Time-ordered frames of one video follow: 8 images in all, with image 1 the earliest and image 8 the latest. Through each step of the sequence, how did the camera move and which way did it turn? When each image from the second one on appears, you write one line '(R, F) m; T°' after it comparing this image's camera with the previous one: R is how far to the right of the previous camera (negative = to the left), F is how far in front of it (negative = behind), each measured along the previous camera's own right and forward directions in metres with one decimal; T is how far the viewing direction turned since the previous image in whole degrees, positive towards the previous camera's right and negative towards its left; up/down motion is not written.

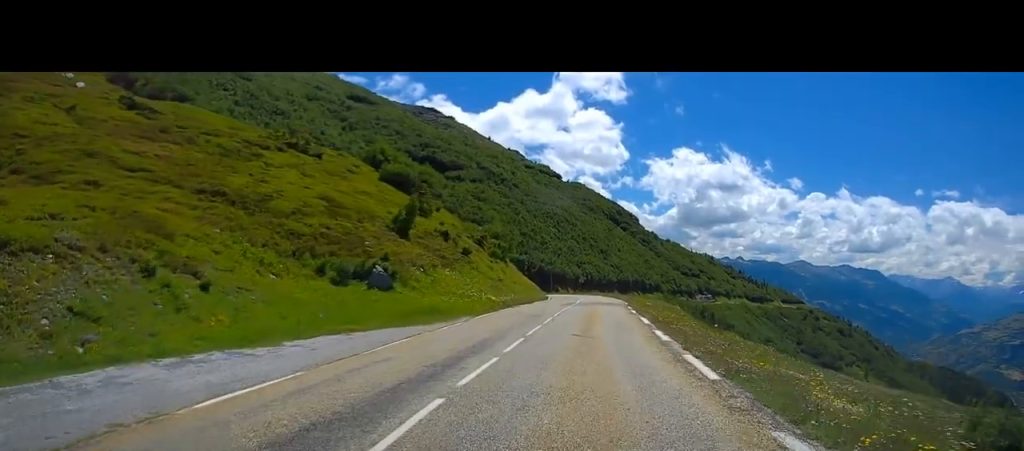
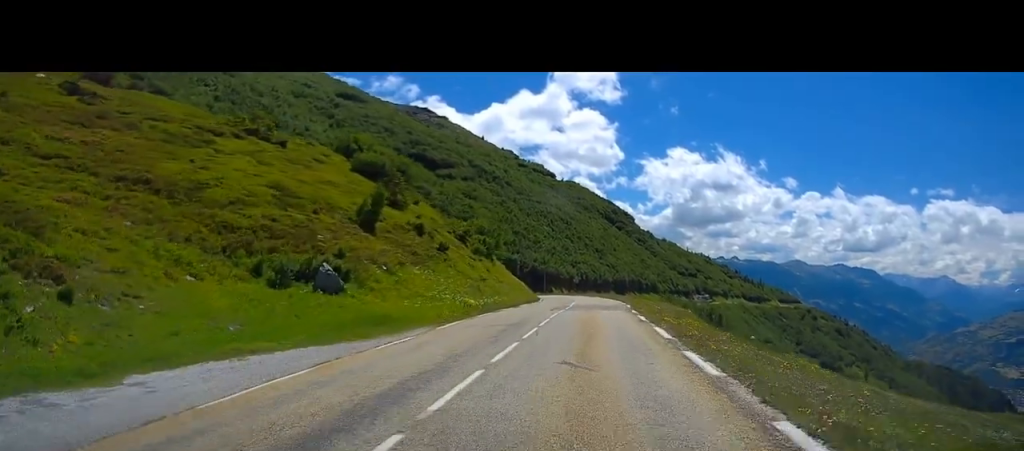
(-0.4, +6.8) m; -3°
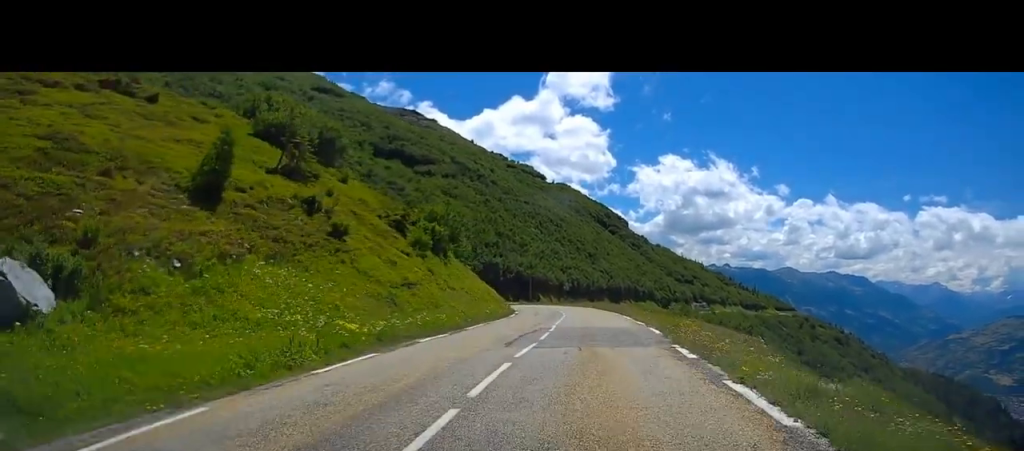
(-2.5, +17.7) m; -8°
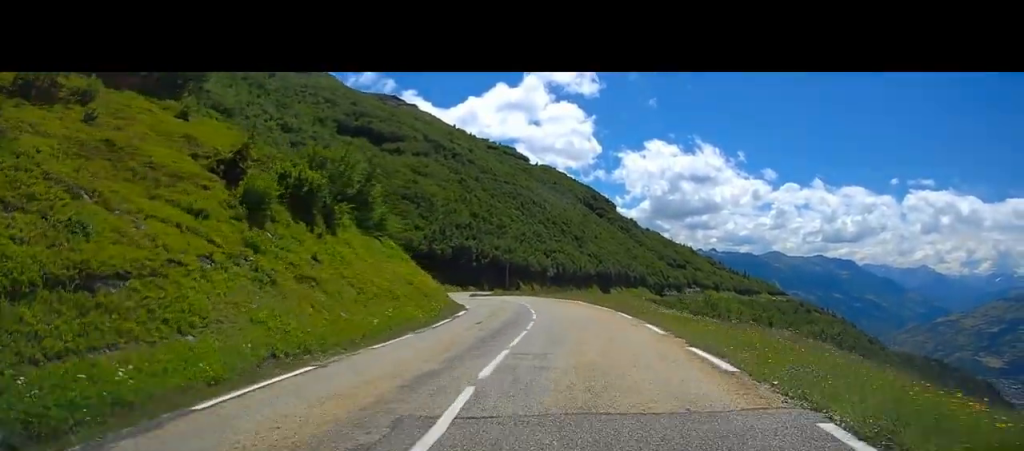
(0.0, +18.2) m; 0°
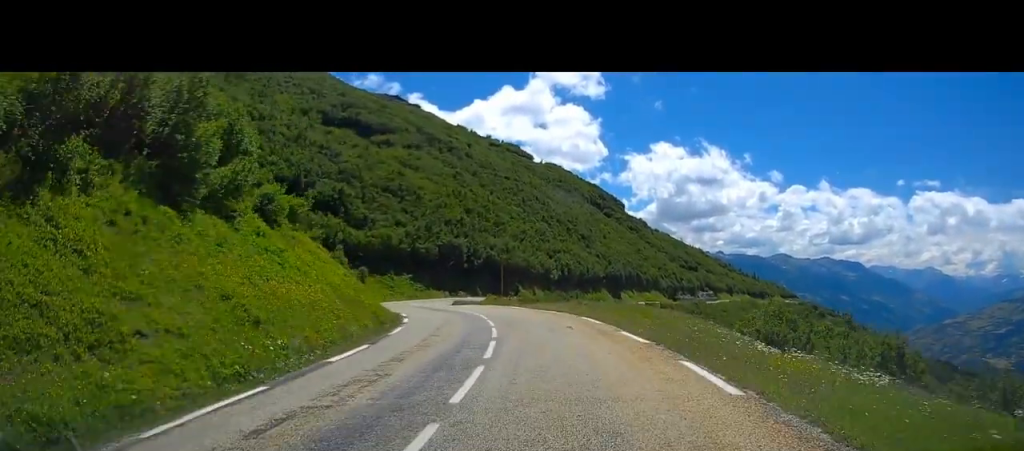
(0.0, +14.8) m; -2°
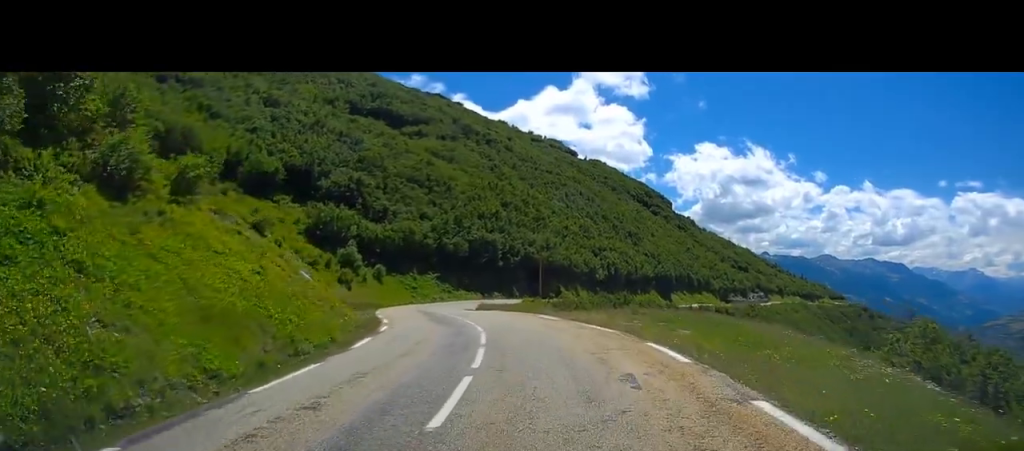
(-0.5, +10.3) m; -6°
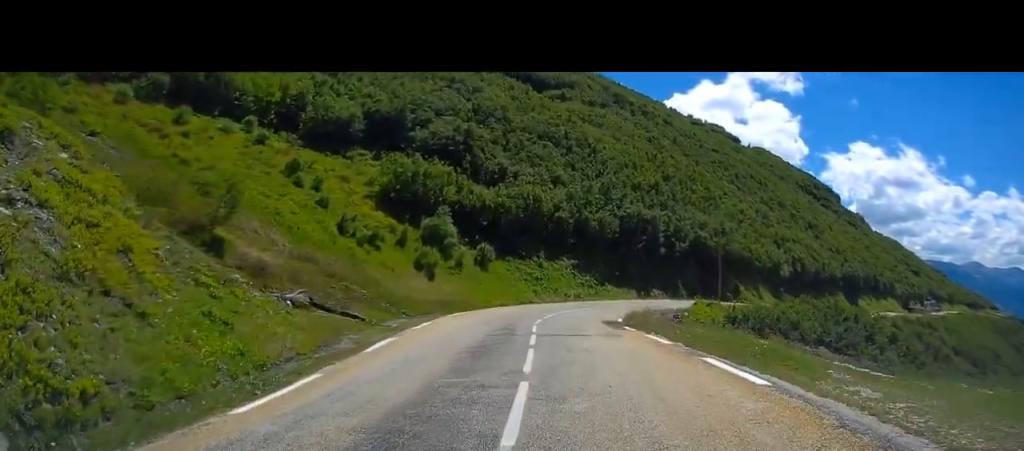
(-2.1, +21.9) m; -8°
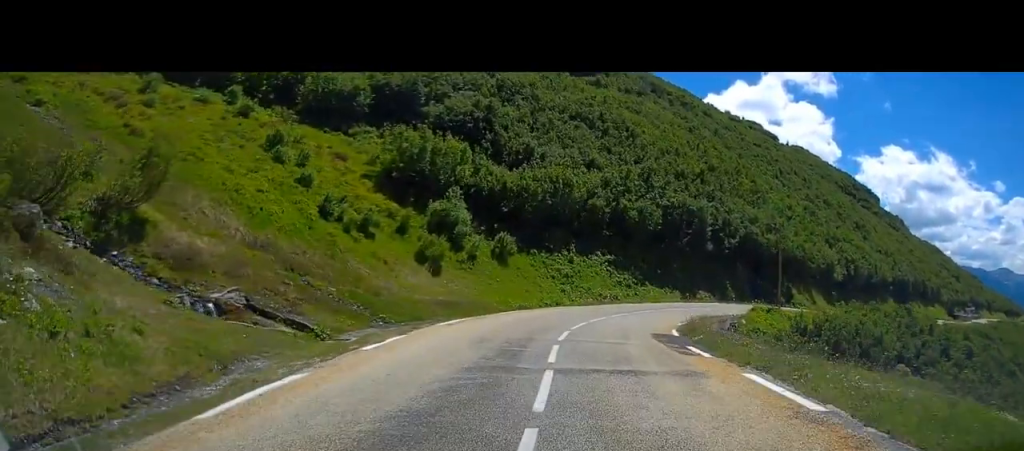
(0.0, +7.5) m; 0°
